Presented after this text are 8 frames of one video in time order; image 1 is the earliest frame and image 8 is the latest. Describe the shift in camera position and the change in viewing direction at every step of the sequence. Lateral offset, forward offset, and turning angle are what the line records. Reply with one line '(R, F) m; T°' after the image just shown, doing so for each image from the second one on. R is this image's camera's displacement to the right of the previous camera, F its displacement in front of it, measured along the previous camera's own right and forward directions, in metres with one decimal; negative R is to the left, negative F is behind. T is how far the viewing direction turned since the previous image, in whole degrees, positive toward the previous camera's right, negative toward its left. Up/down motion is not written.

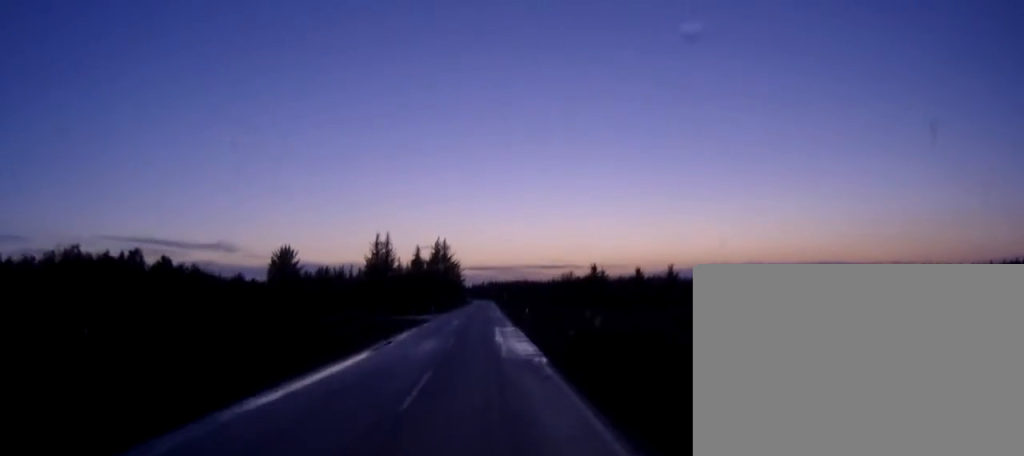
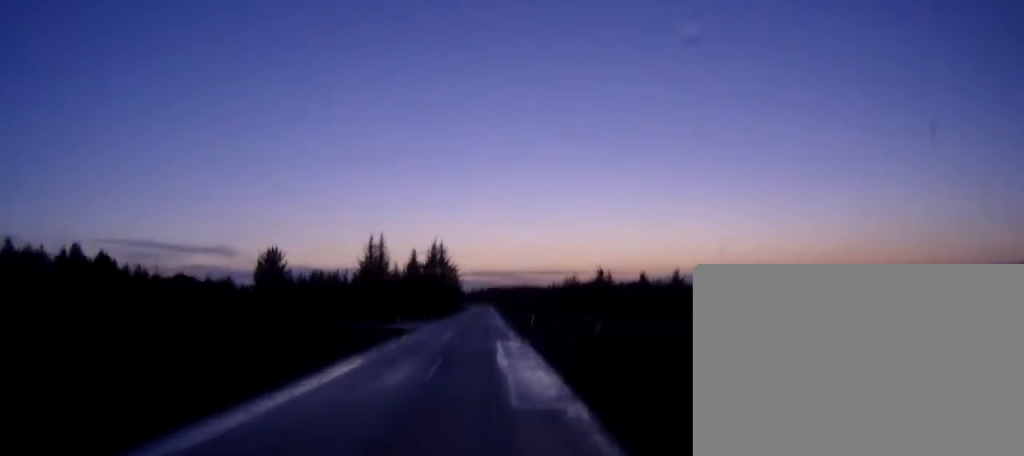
(0.0, +8.8) m; 0°
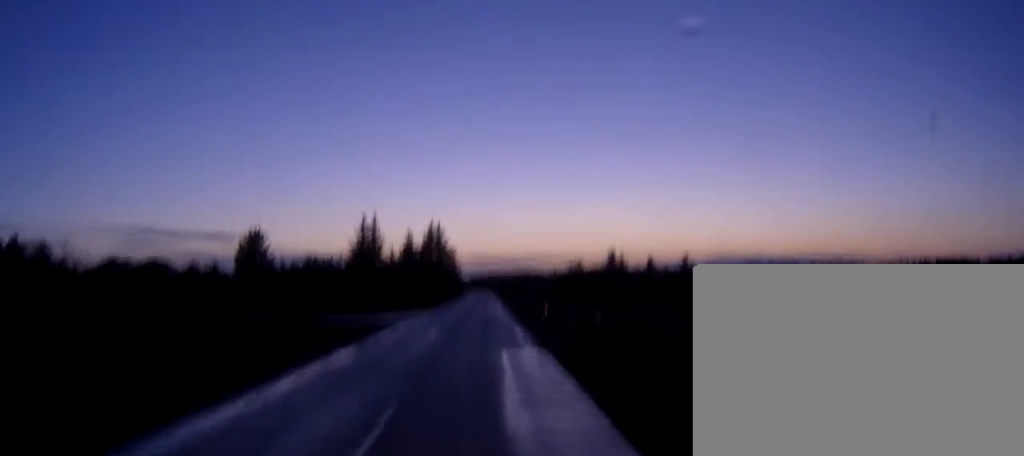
(0.0, +11.4) m; 0°
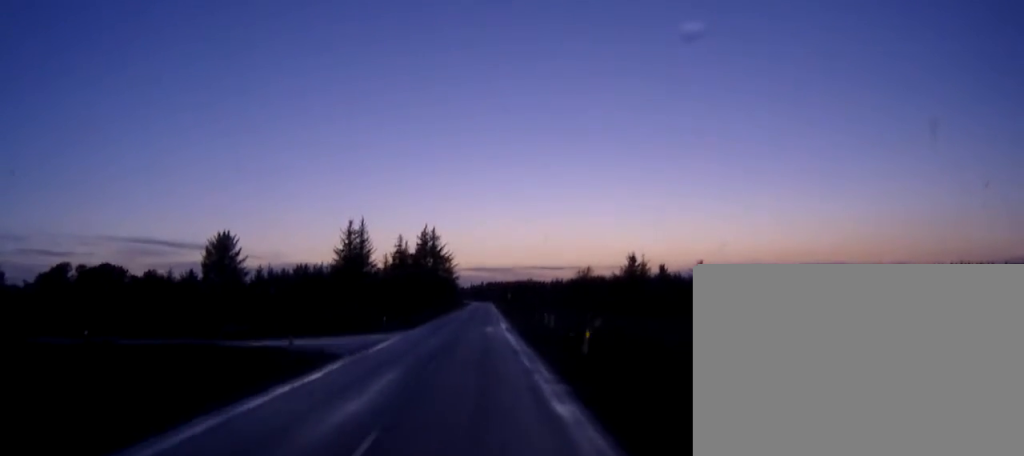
(0.0, +16.1) m; 0°
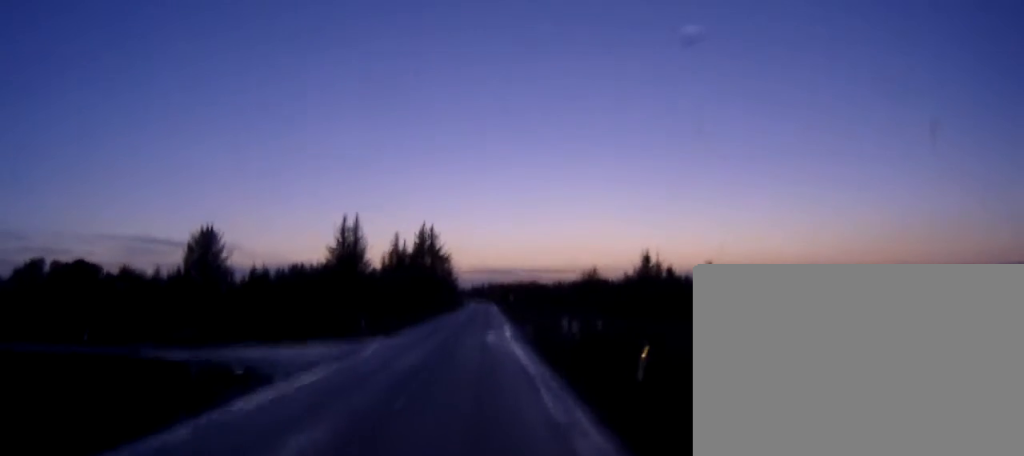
(0.0, +8.0) m; 0°
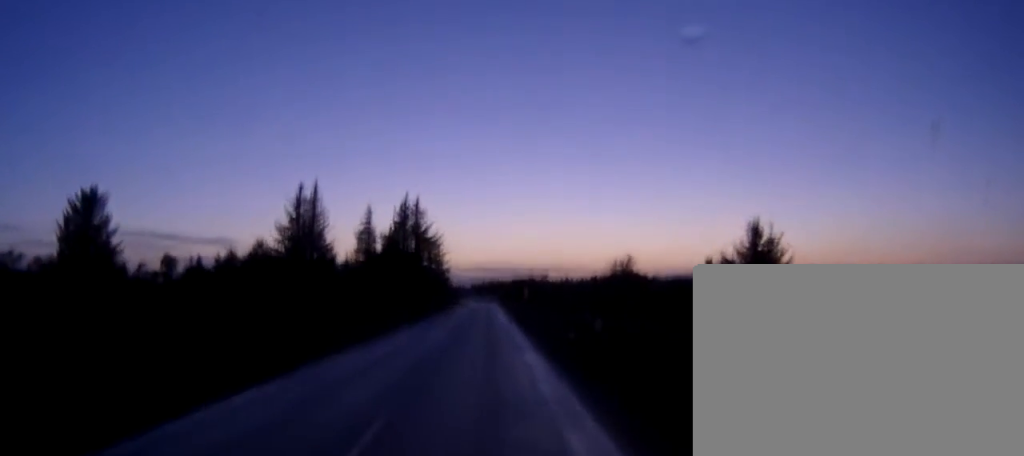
(0.0, +36.5) m; 0°
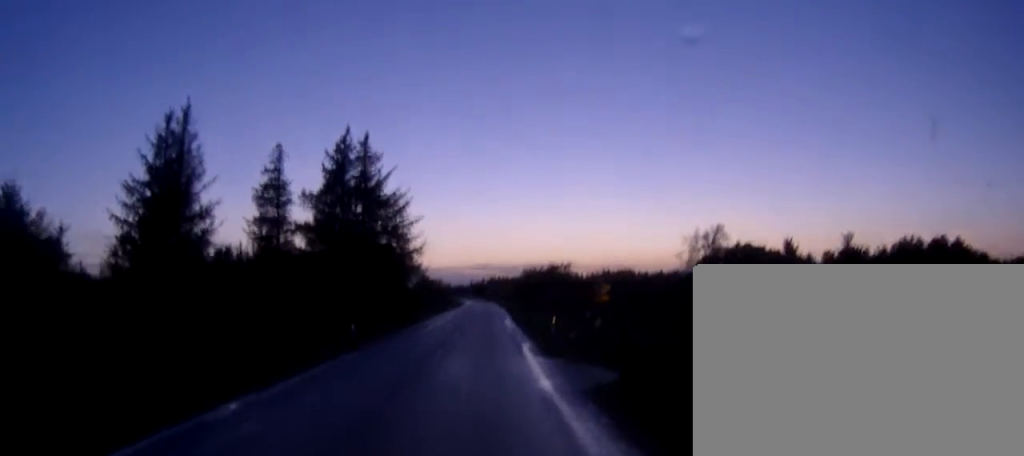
(0.0, +48.2) m; 0°
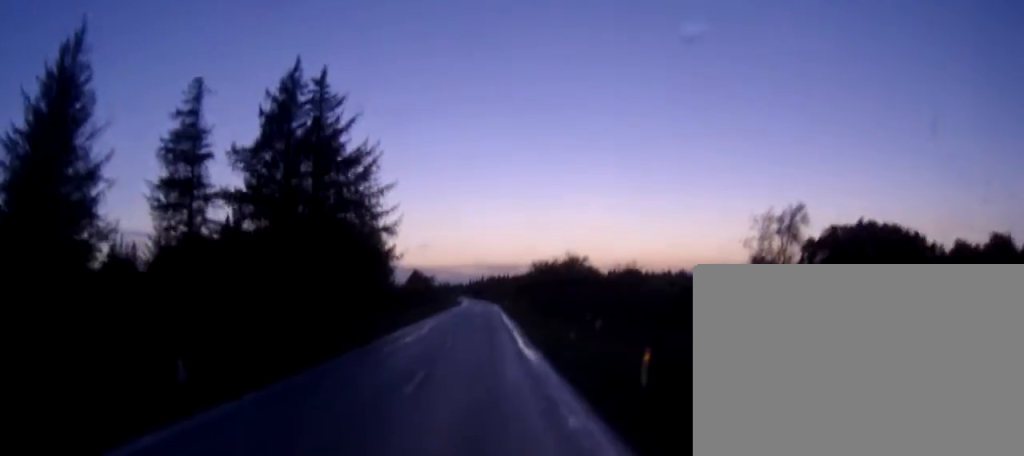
(+0.1, +19.7) m; 0°
